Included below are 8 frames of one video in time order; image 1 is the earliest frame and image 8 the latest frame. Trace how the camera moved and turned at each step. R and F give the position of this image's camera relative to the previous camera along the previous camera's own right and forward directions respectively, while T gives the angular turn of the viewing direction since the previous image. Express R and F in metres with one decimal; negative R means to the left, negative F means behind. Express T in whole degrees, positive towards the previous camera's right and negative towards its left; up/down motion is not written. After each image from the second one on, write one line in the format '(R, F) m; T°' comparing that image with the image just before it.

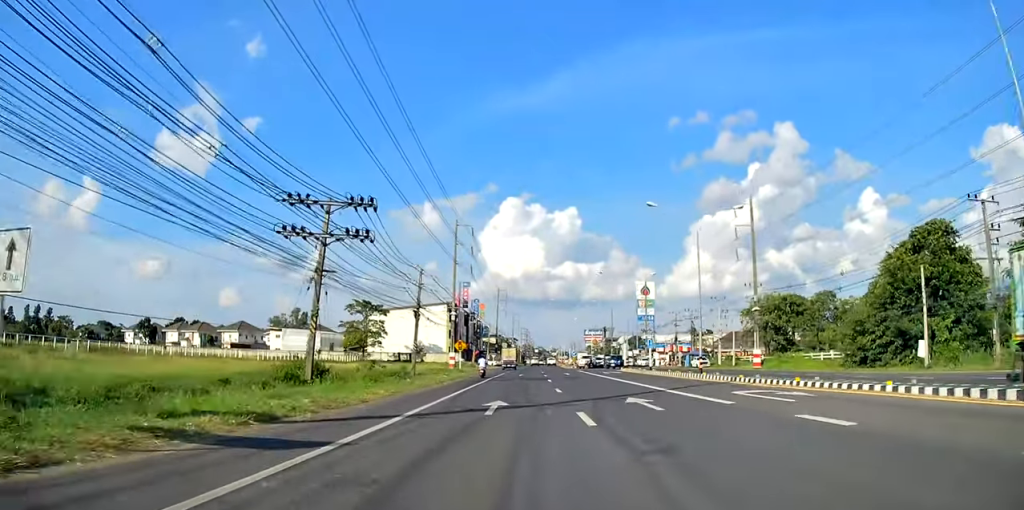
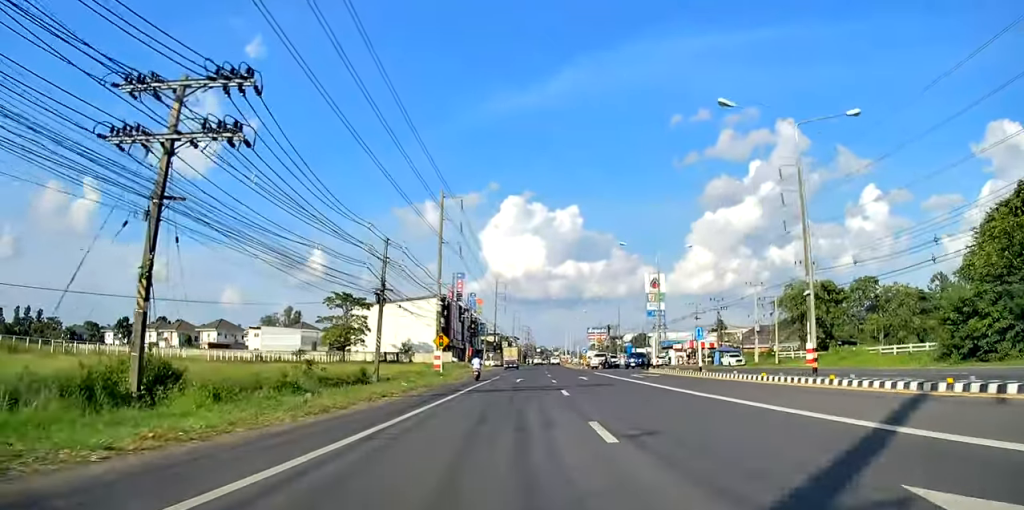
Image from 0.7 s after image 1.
(+0.3, +14.9) m; +1°
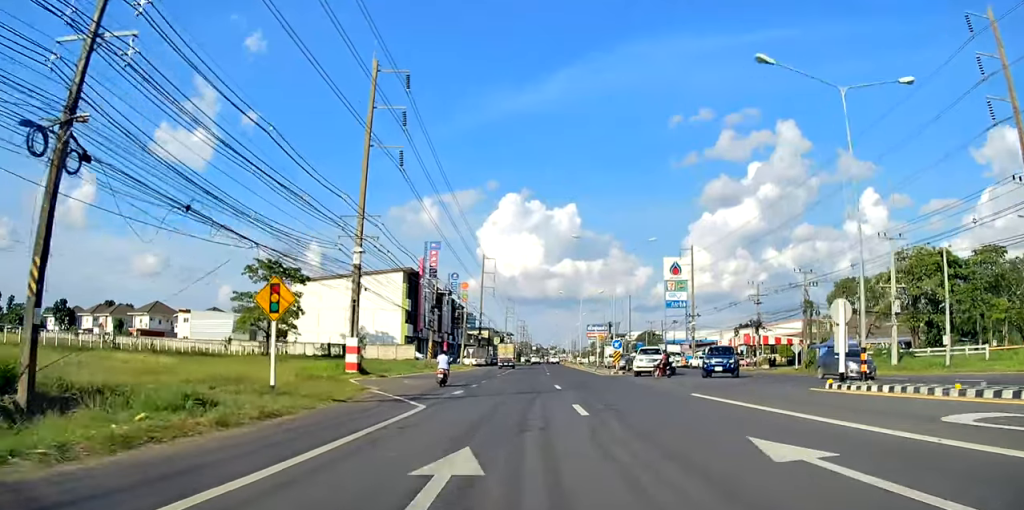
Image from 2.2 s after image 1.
(0.0, +31.5) m; 0°
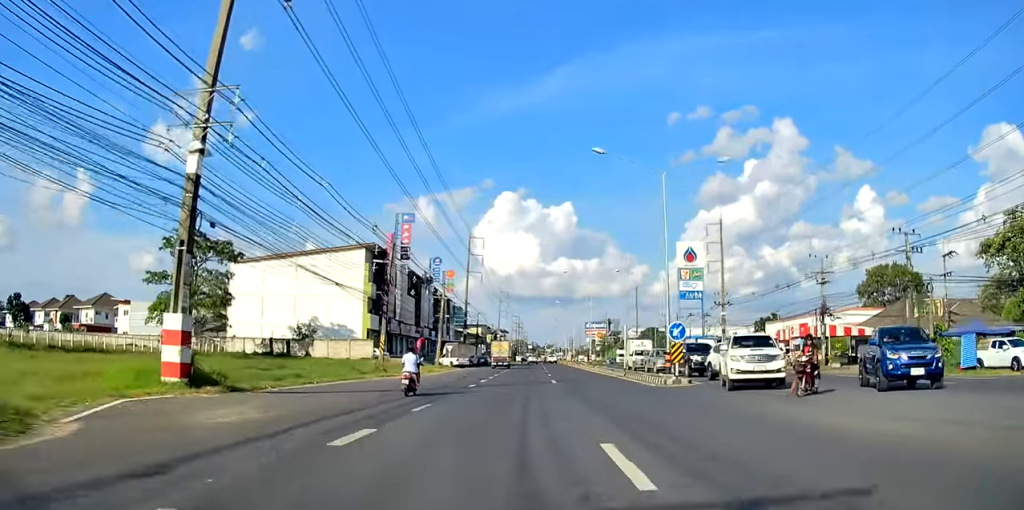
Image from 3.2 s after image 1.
(-0.1, +19.1) m; 0°
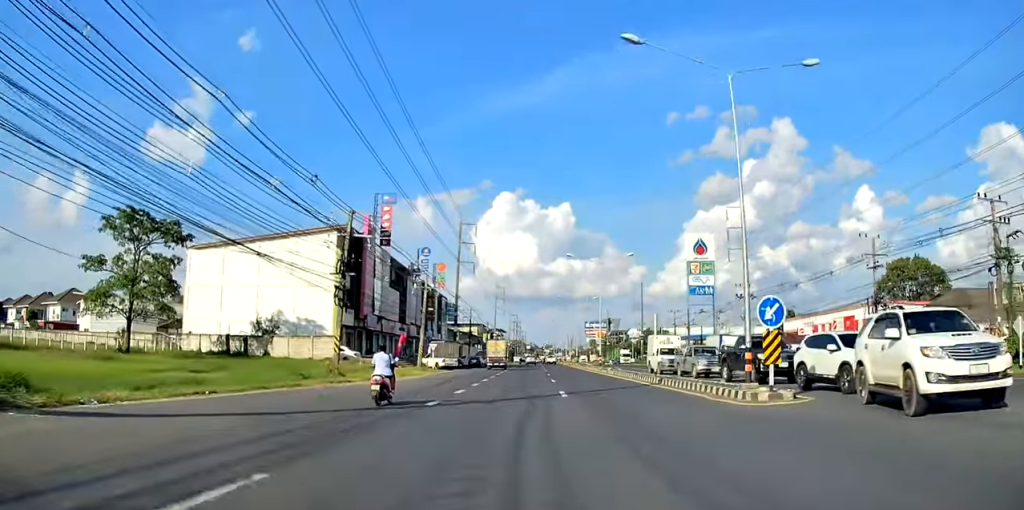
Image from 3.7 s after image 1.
(0.0, +10.6) m; 0°
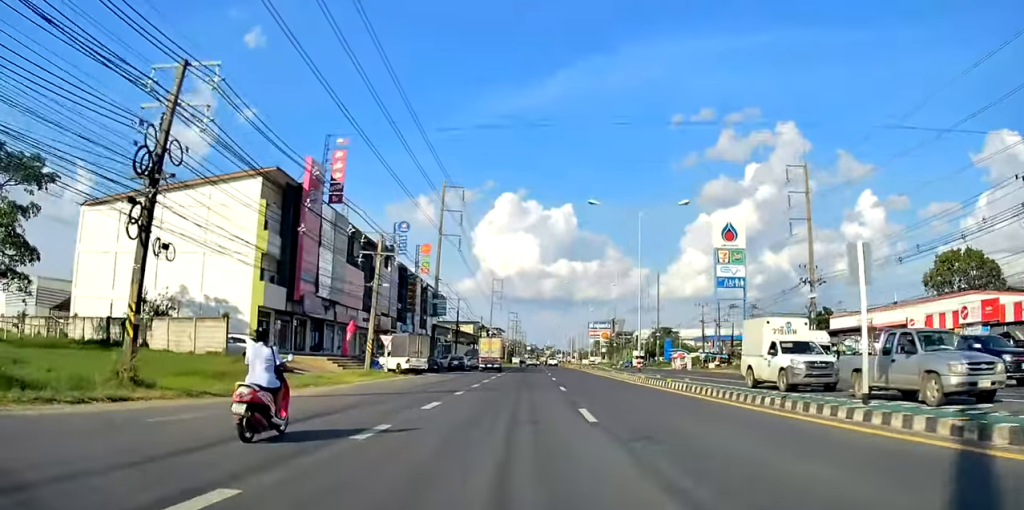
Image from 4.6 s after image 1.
(+0.2, +19.0) m; -1°
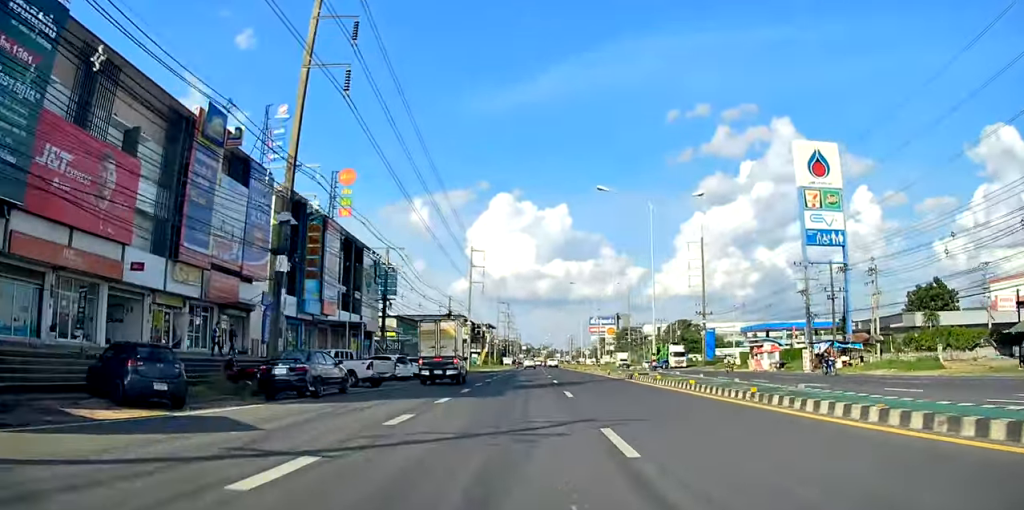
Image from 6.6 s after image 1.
(-0.1, +40.1) m; +2°
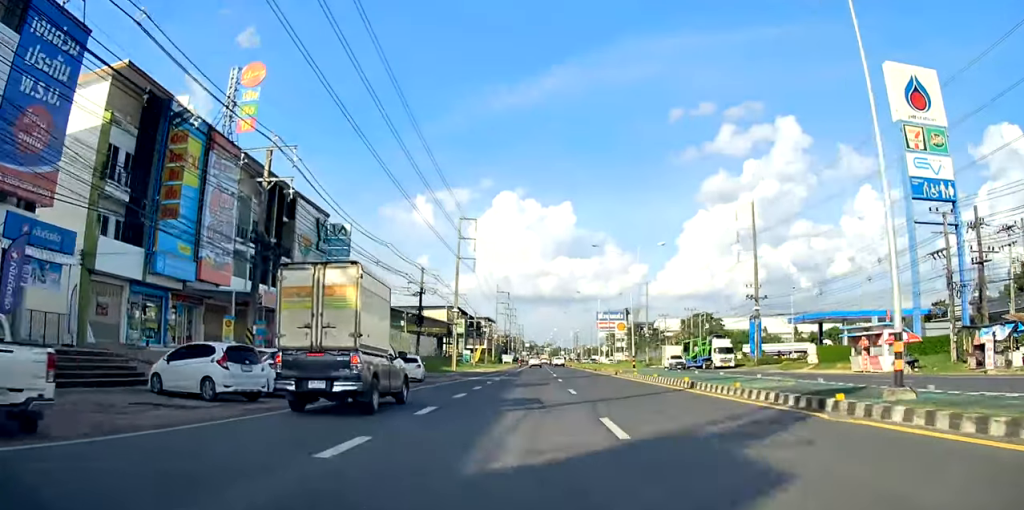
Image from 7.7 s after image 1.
(+0.1, +22.8) m; -1°
